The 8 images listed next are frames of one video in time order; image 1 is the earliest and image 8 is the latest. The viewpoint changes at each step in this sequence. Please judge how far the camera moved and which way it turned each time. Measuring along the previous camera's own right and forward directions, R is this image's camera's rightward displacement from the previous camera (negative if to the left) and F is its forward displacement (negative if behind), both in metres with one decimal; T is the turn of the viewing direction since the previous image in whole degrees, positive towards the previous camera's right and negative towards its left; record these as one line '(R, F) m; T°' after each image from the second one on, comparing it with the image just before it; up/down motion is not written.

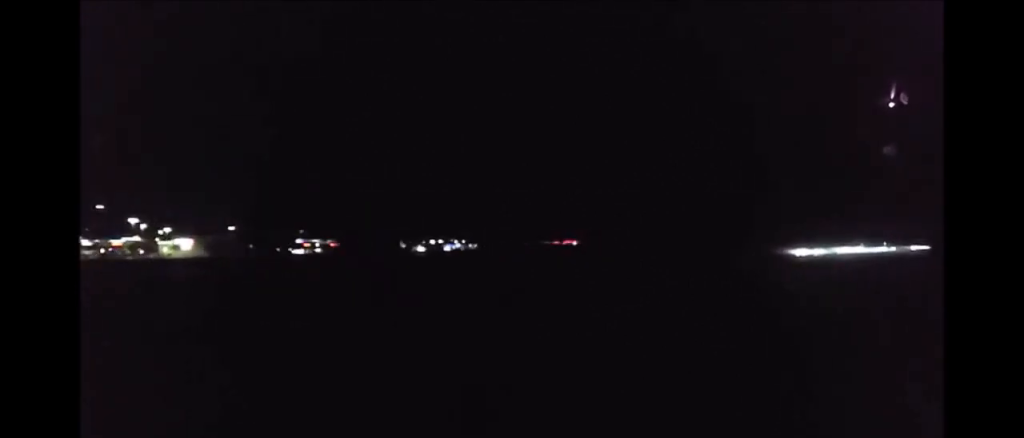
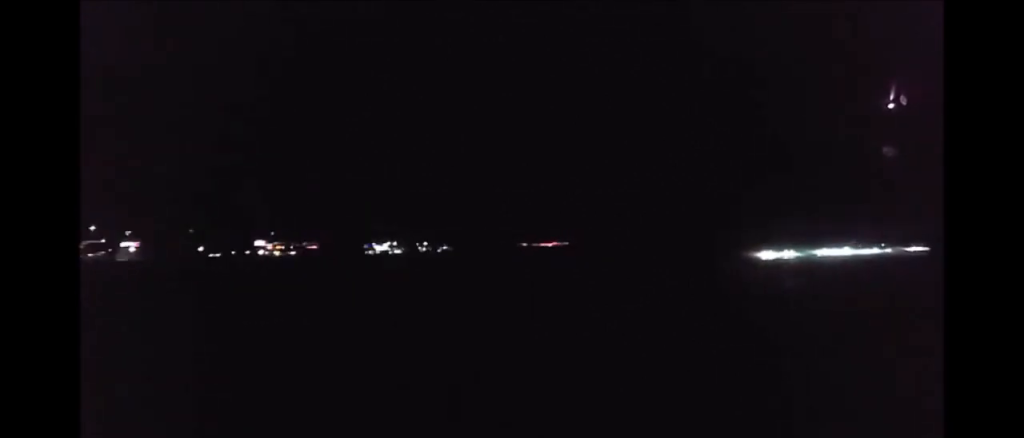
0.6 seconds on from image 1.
(+0.3, +18.2) m; +1°
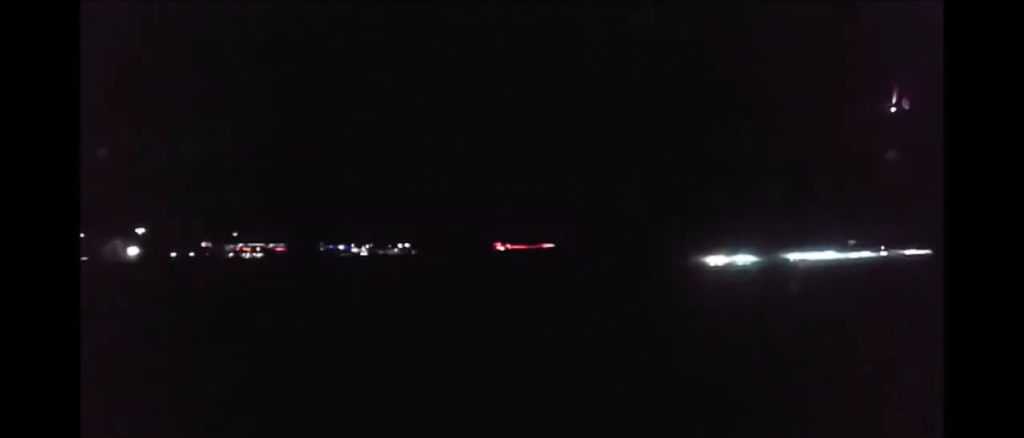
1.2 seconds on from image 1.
(+0.1, +19.2) m; 0°
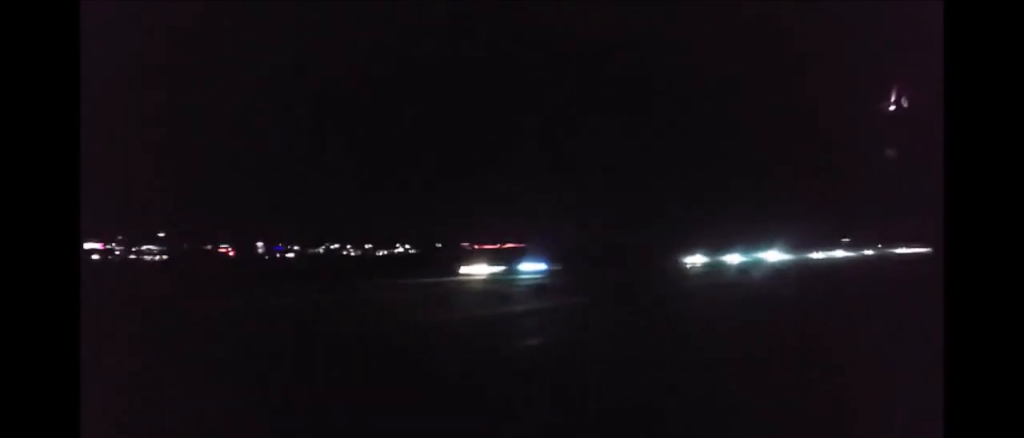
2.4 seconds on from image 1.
(-0.3, +35.4) m; -1°
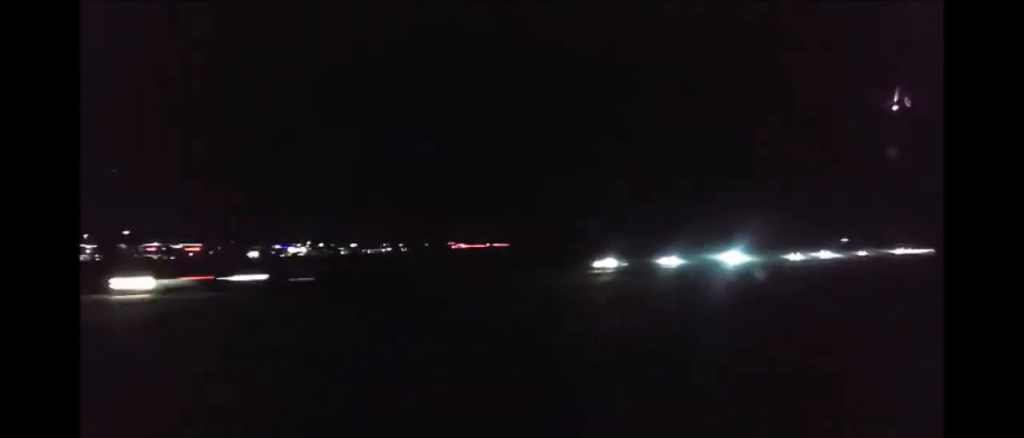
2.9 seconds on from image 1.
(-0.3, +15.2) m; 0°
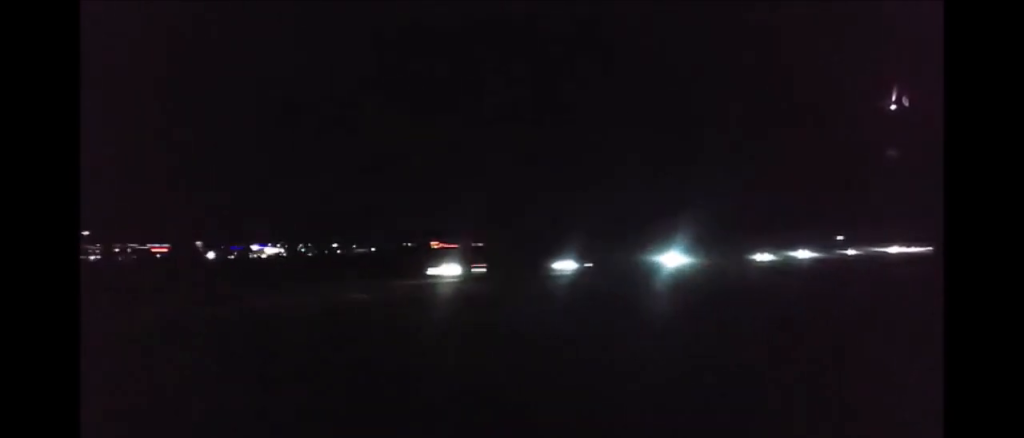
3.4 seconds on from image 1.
(+0.2, +15.2) m; 0°
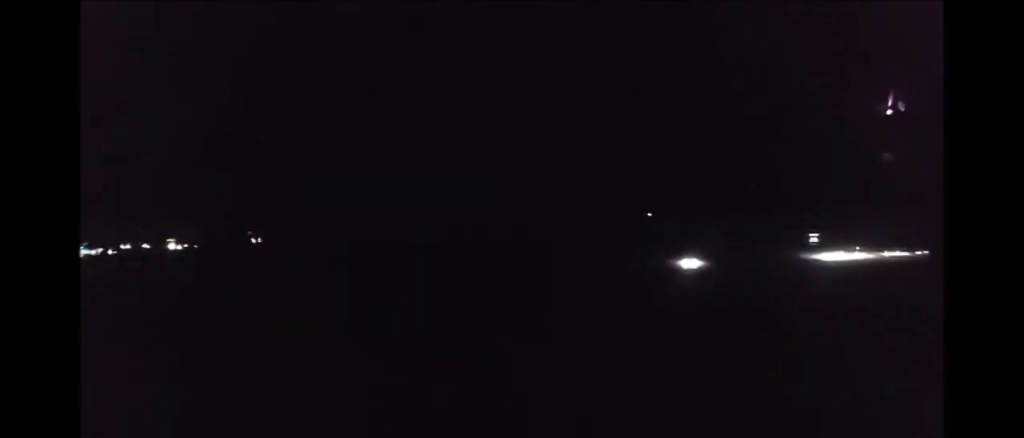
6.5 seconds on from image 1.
(+0.9, +92.7) m; +1°
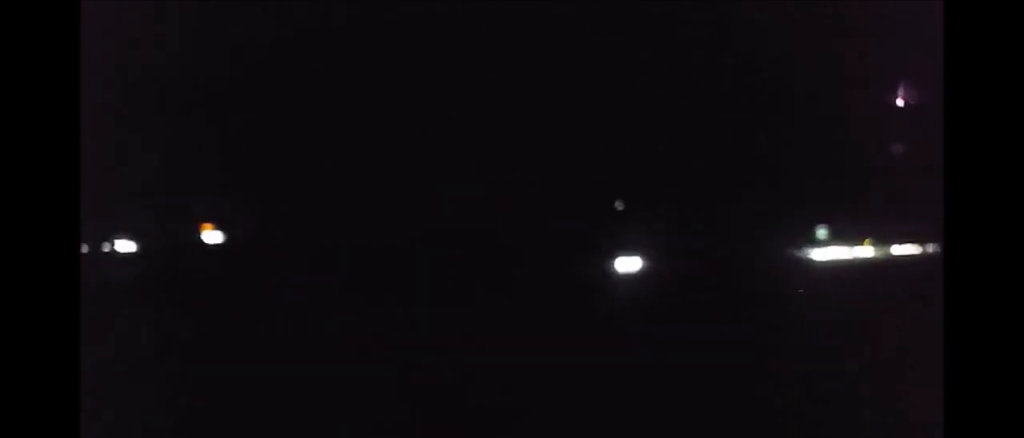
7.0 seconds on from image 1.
(0.0, +15.0) m; 0°
